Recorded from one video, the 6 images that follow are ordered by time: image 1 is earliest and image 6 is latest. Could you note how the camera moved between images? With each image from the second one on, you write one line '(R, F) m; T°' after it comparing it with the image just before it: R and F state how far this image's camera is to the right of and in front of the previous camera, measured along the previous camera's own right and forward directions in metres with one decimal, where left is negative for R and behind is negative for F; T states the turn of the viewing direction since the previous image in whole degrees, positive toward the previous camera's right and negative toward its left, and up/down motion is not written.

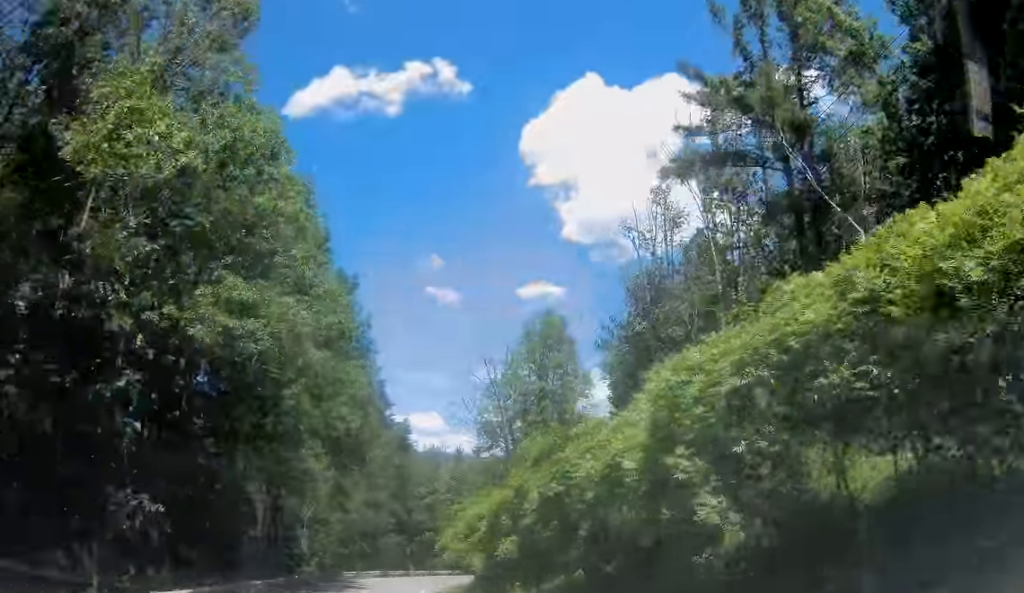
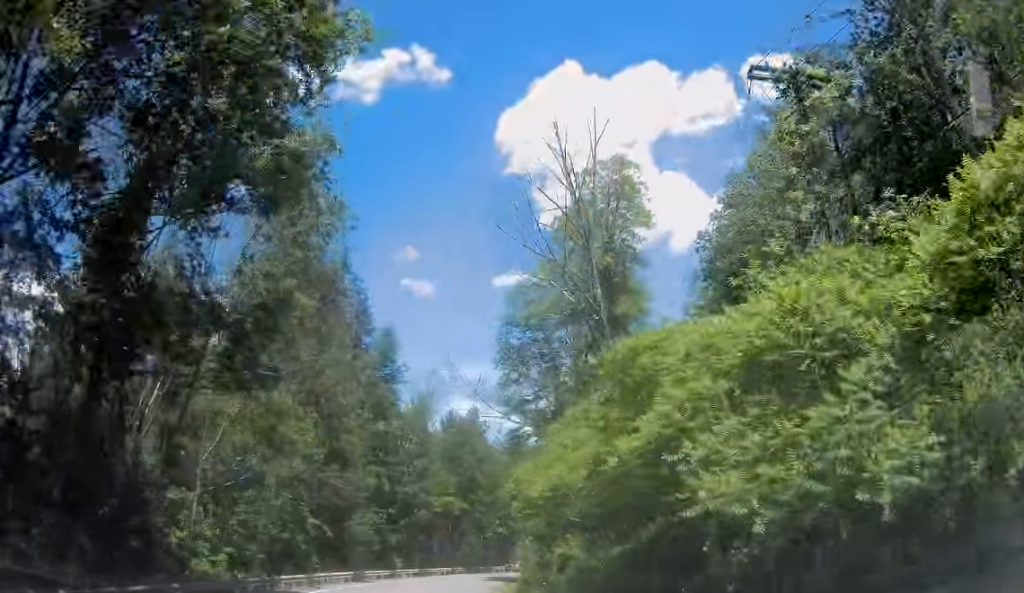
(+2.0, +28.3) m; +7°
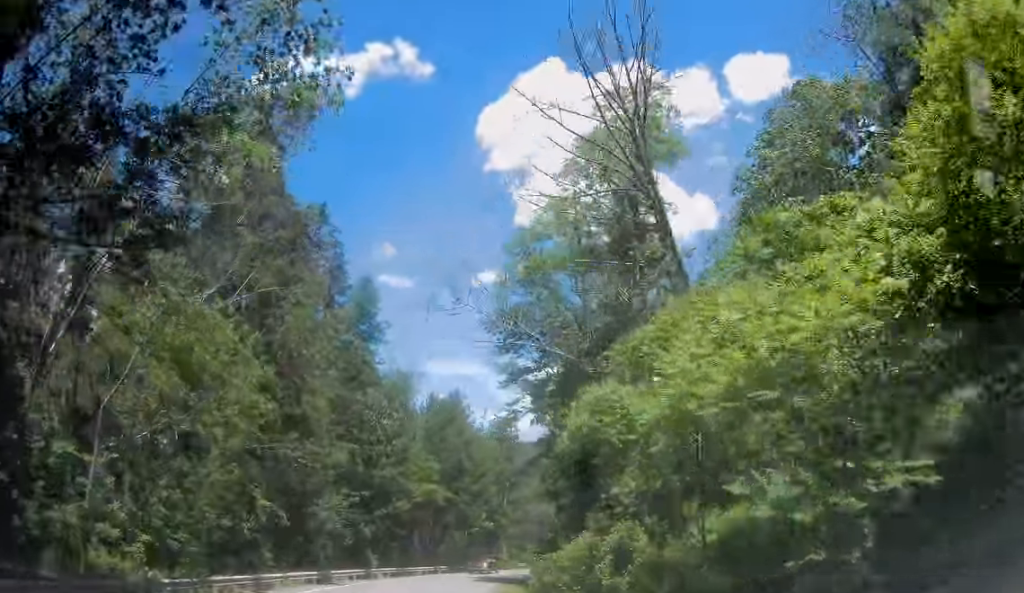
(+0.1, +8.8) m; +1°
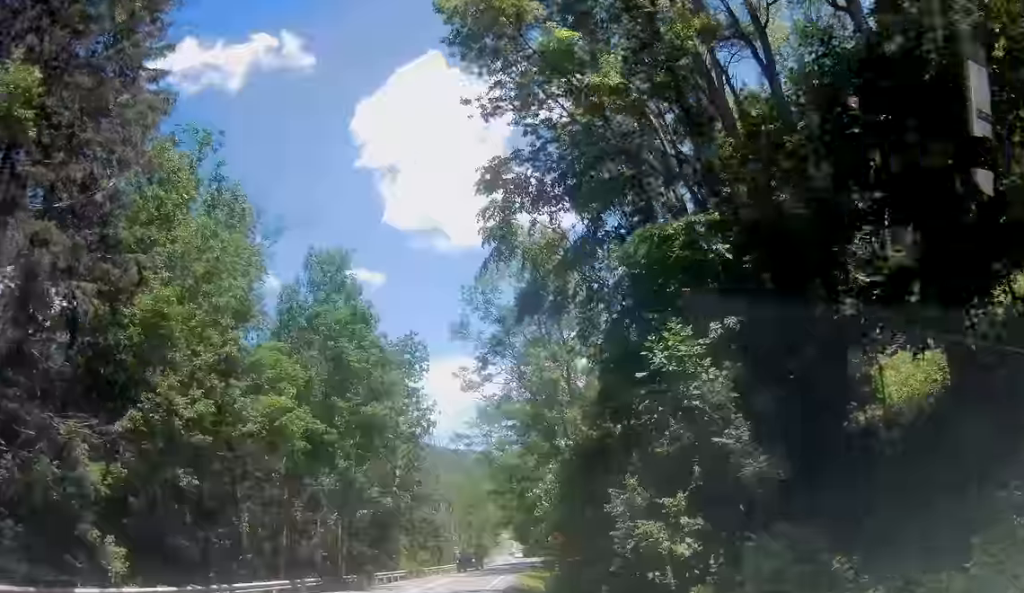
(0.0, +31.7) m; +3°
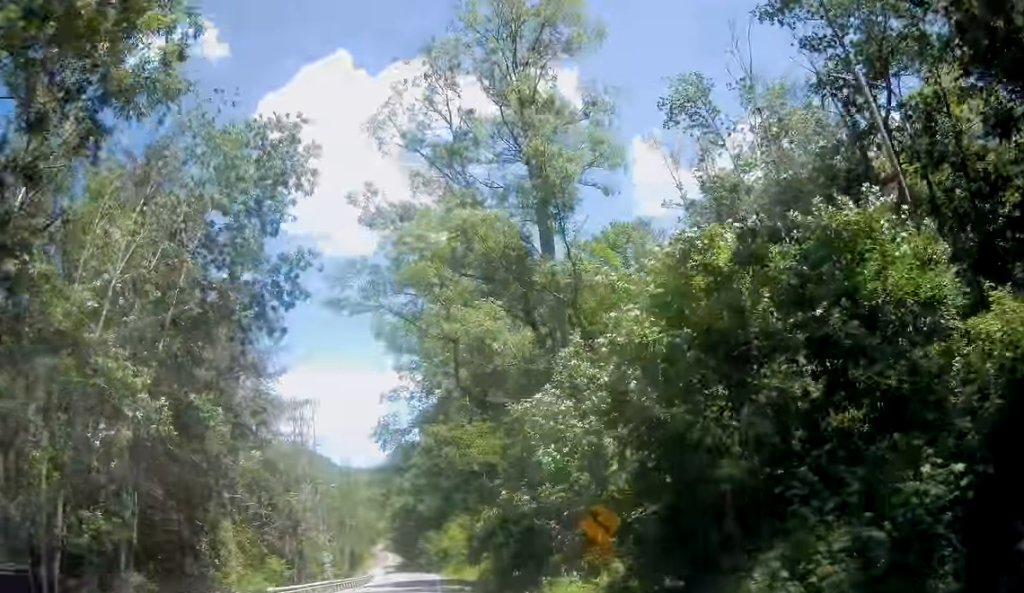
(+4.5, +26.2) m; +16°
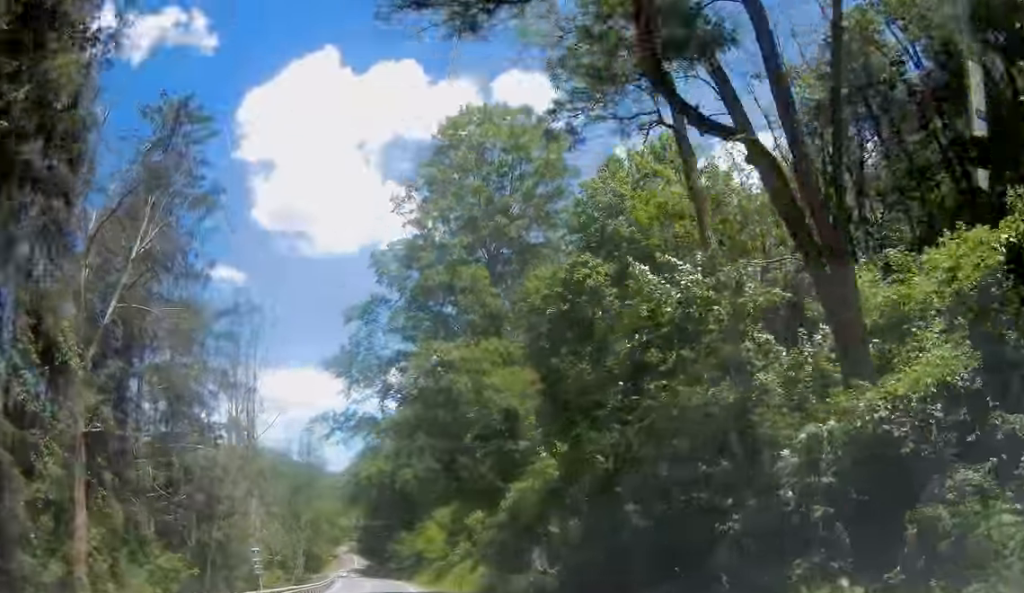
(-0.4, +17.1) m; -2°
